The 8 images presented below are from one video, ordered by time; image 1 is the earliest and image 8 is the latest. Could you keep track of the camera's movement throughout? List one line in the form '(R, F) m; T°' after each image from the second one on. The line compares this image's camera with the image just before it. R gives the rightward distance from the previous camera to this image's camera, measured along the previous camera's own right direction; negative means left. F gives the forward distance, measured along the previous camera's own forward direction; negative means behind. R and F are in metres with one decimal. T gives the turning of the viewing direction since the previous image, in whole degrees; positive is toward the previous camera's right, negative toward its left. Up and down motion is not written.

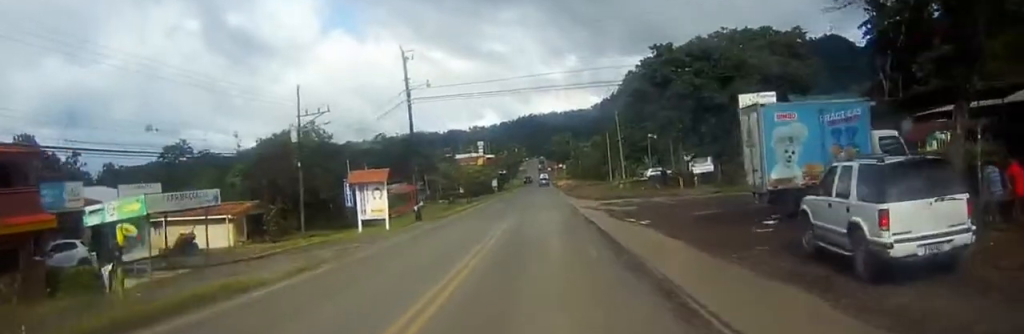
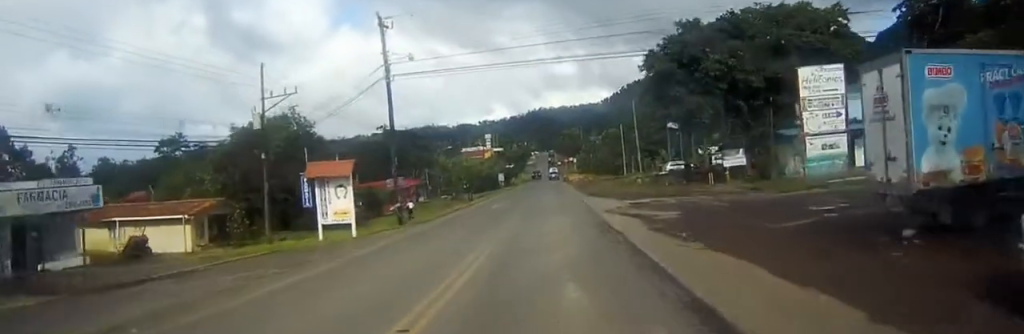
(+0.1, +7.5) m; 0°
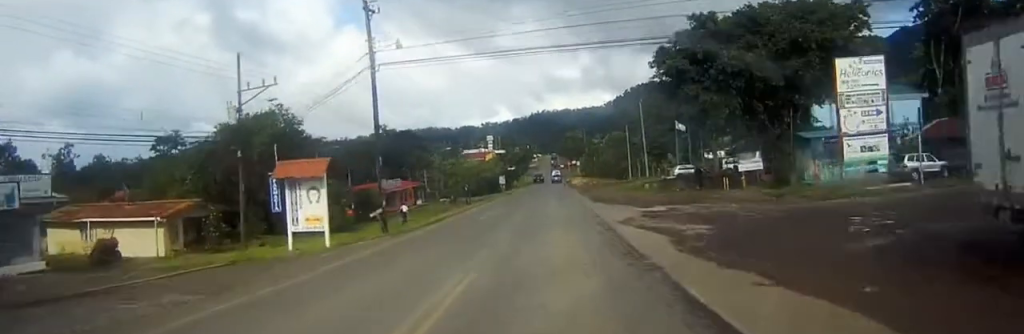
(0.0, +3.5) m; -1°
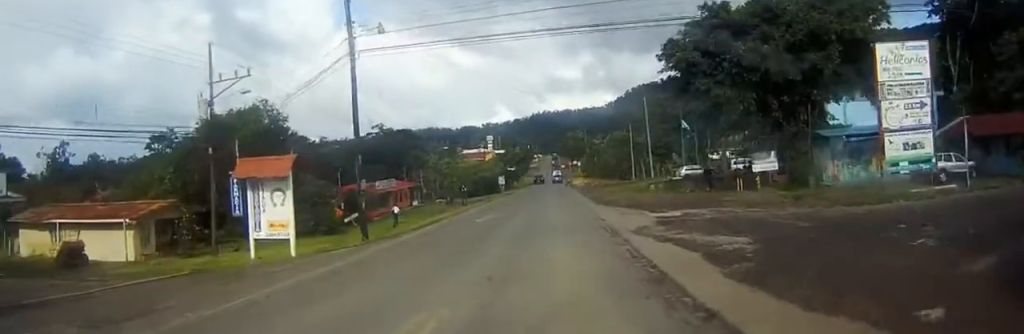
(0.0, +3.3) m; -1°
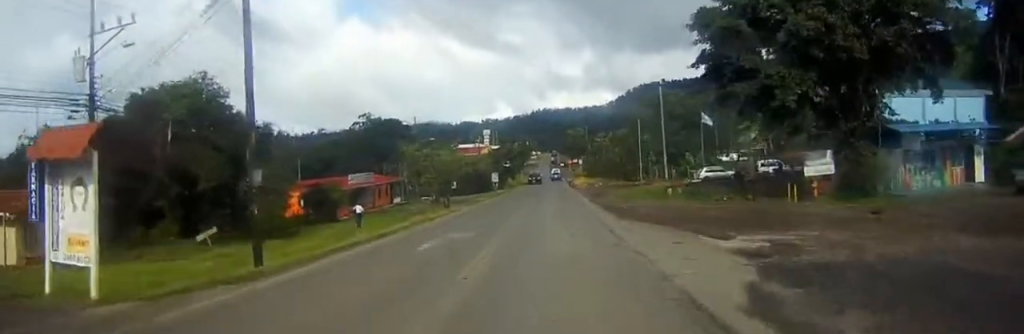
(-0.2, +9.7) m; 0°
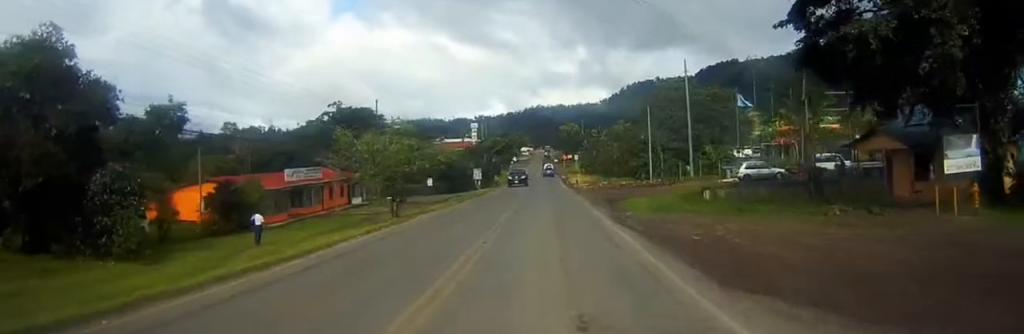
(+0.2, +14.9) m; +1°
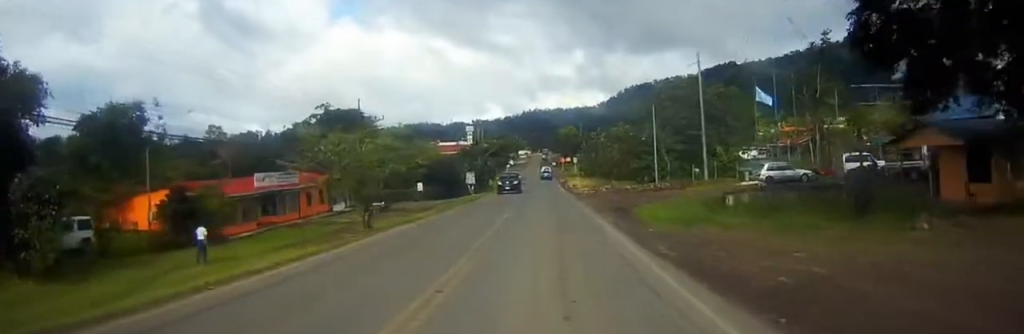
(0.0, +5.4) m; 0°
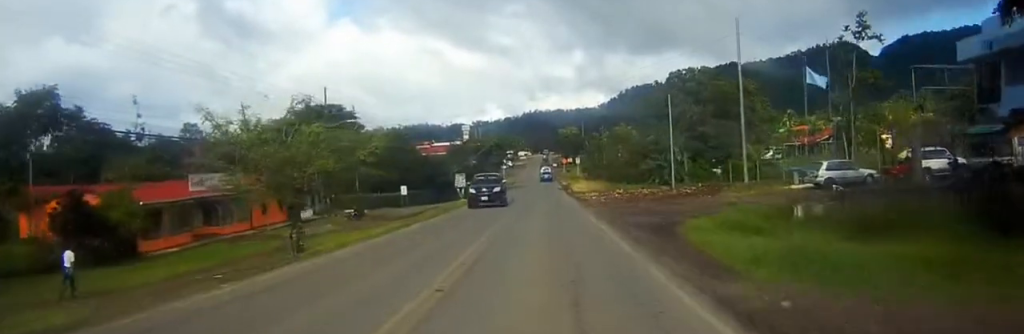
(+0.1, +9.4) m; 0°
